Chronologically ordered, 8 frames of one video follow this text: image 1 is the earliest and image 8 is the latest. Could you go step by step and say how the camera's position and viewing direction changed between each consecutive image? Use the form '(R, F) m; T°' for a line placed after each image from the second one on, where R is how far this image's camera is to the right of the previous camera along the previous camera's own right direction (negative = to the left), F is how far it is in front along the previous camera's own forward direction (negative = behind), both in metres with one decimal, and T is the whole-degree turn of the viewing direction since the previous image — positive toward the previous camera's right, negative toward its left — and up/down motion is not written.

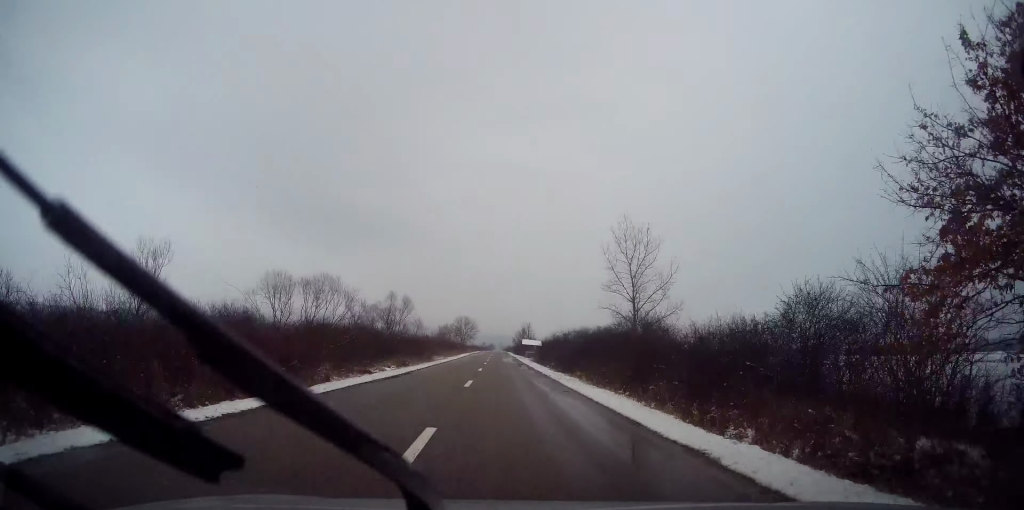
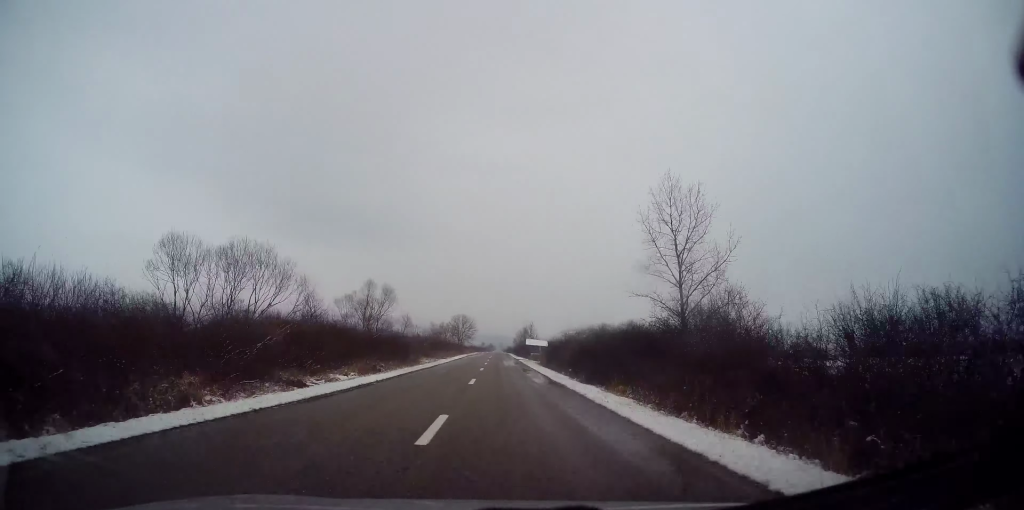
(-0.2, +9.9) m; 0°
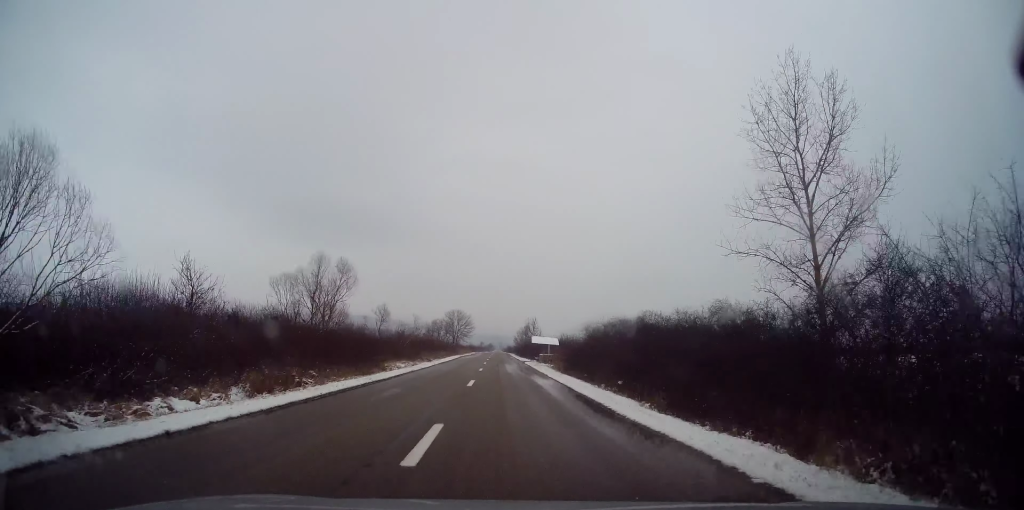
(-0.4, +12.8) m; 0°
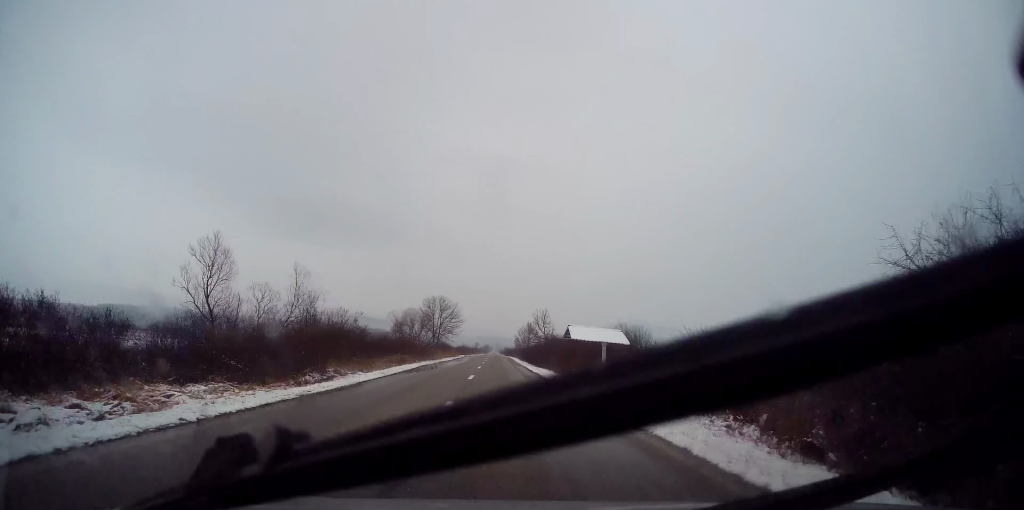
(+0.7, +31.2) m; +1°
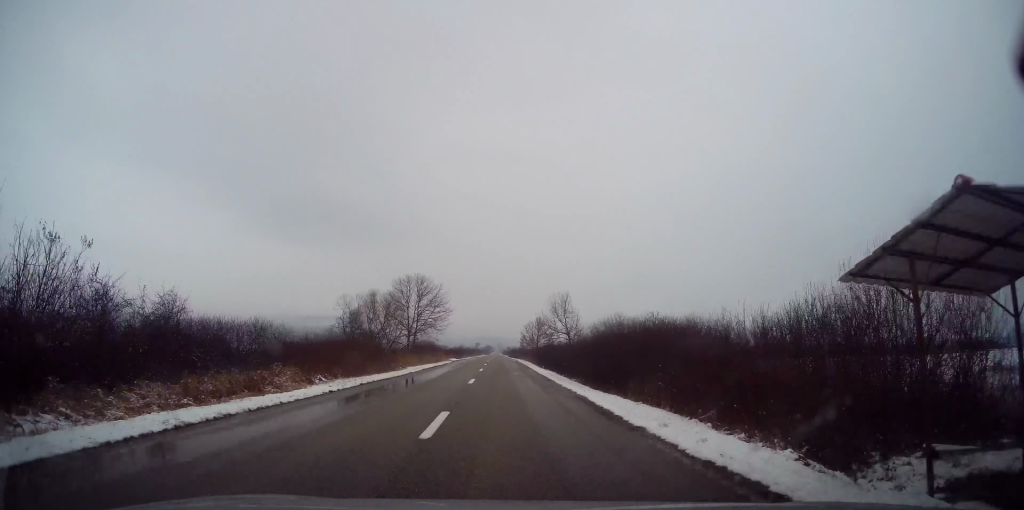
(-0.1, +24.7) m; 0°
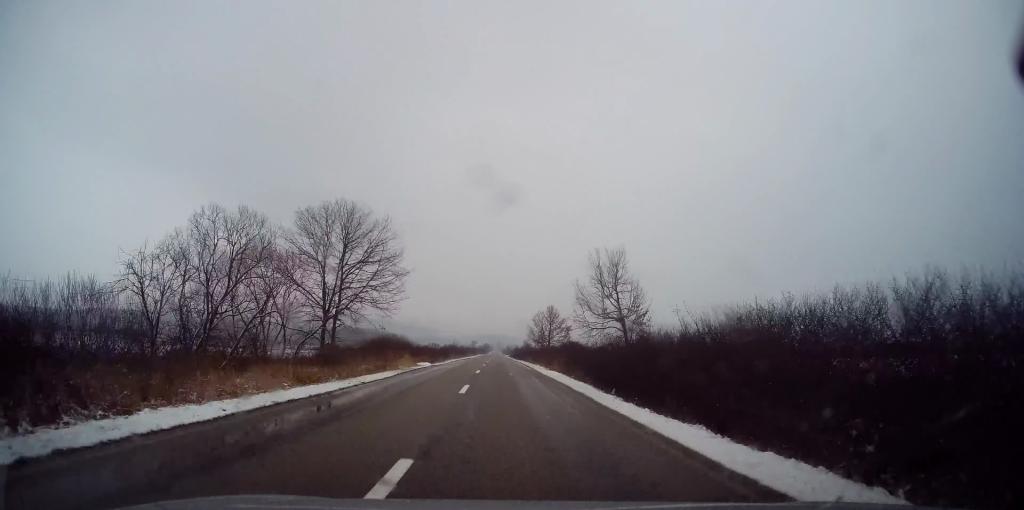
(+0.1, +27.8) m; 0°
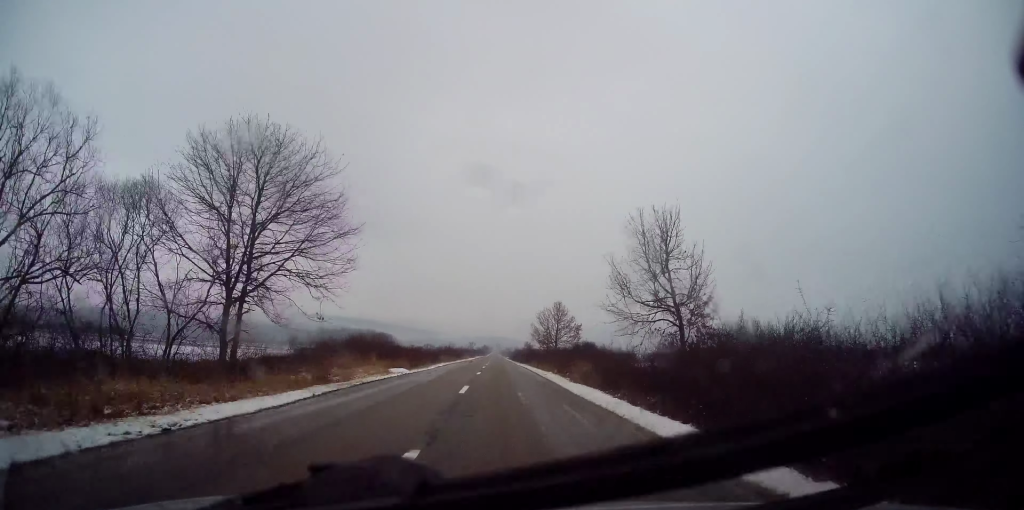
(0.0, +11.0) m; 0°
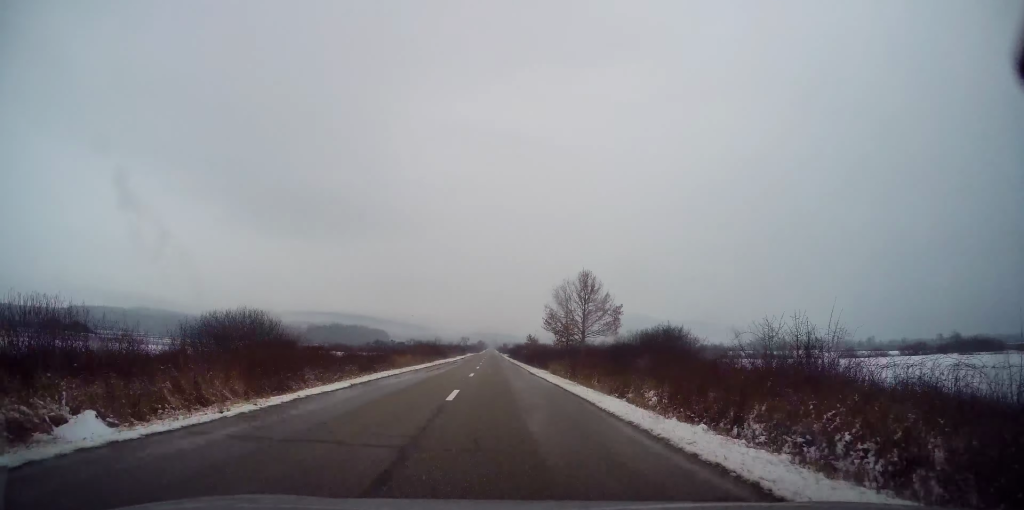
(-0.1, +26.4) m; 0°
